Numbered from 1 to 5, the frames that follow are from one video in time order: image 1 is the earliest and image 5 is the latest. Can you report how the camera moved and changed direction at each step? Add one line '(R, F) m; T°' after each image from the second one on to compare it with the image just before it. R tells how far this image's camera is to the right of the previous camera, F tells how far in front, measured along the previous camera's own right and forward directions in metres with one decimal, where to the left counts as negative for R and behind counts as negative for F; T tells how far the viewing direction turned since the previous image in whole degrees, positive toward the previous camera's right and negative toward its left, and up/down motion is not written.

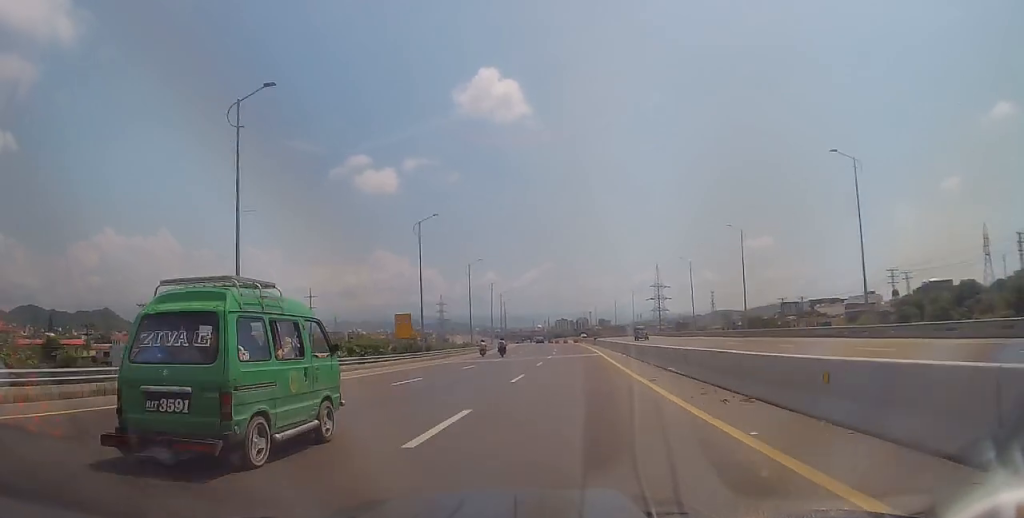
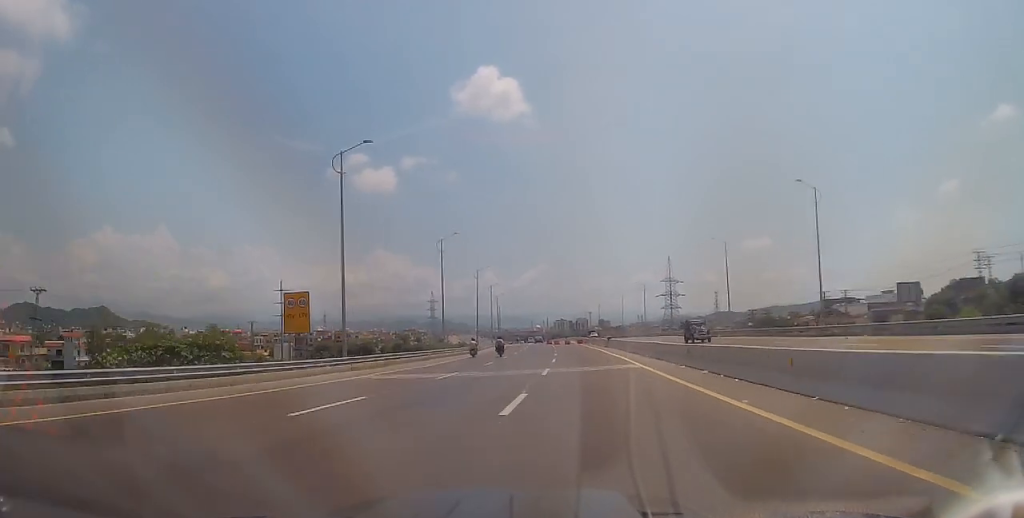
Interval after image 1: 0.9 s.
(+0.8, +21.0) m; 0°
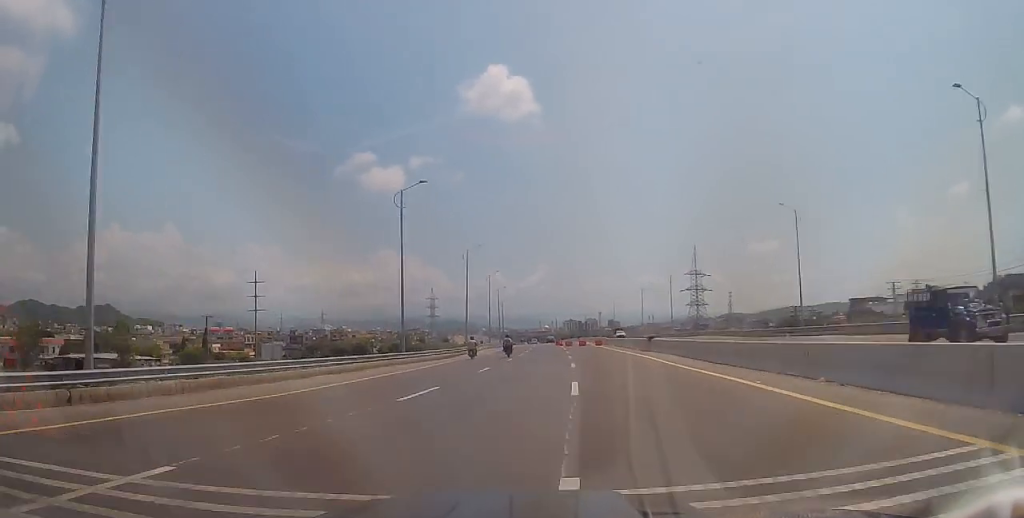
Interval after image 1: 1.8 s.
(-1.0, +21.4) m; -1°
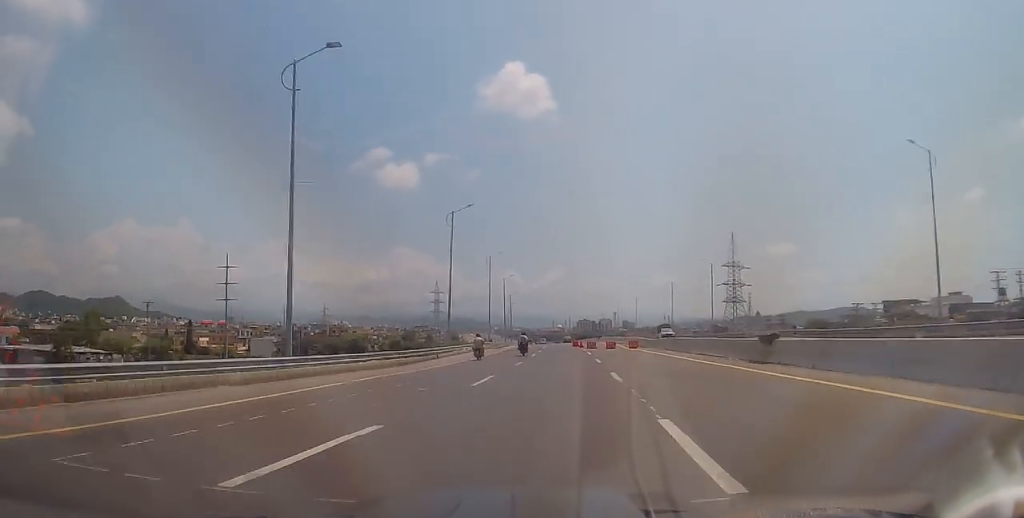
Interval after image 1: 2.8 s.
(+0.6, +20.9) m; 0°
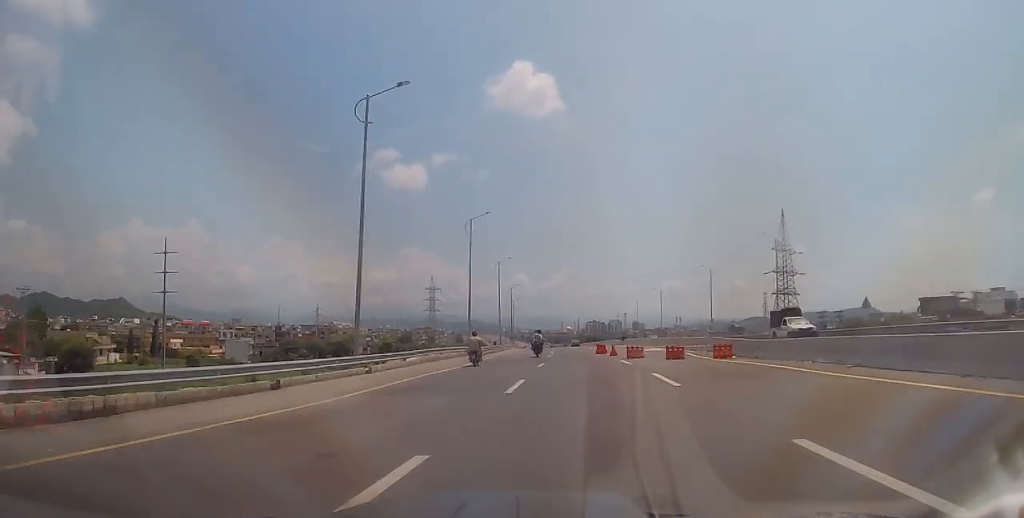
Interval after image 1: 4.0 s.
(-0.6, +26.4) m; -1°
